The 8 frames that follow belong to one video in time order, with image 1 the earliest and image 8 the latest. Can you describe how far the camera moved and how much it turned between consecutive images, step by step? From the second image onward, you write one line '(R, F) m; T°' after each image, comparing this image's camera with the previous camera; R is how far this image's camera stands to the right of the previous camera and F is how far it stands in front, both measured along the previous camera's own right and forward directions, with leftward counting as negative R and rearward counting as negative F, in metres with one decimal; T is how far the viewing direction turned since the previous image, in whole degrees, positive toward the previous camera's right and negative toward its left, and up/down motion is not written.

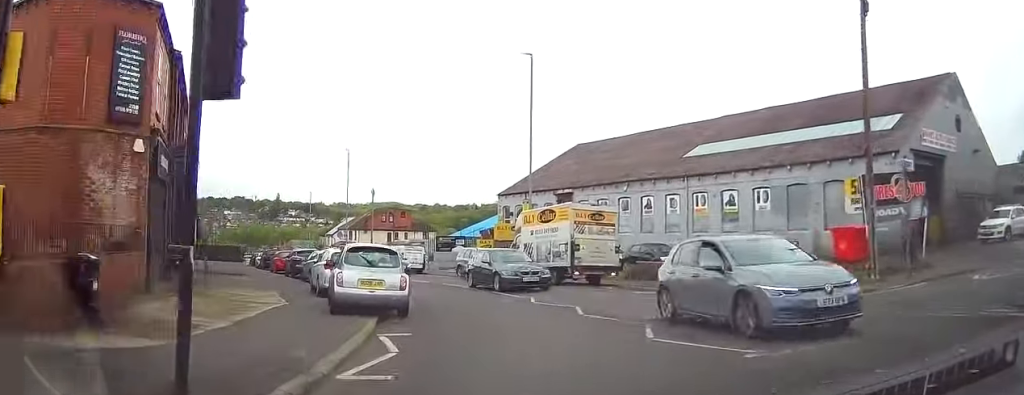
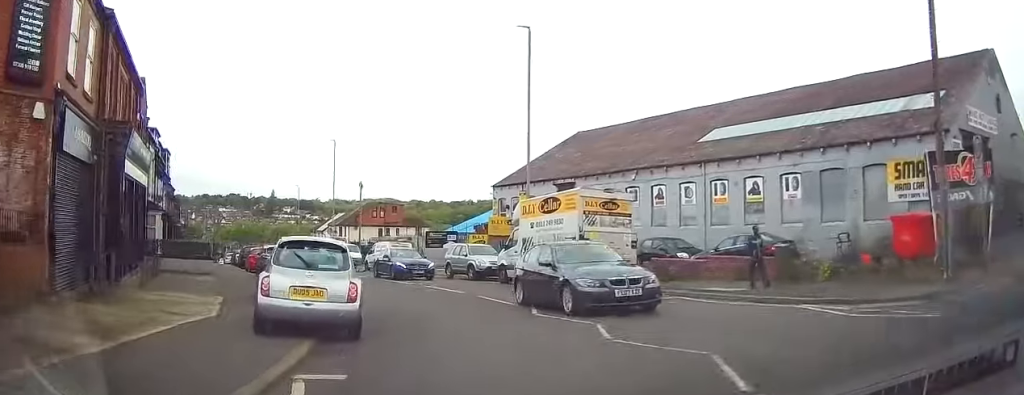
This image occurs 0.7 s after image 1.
(+0.1, +4.1) m; +1°
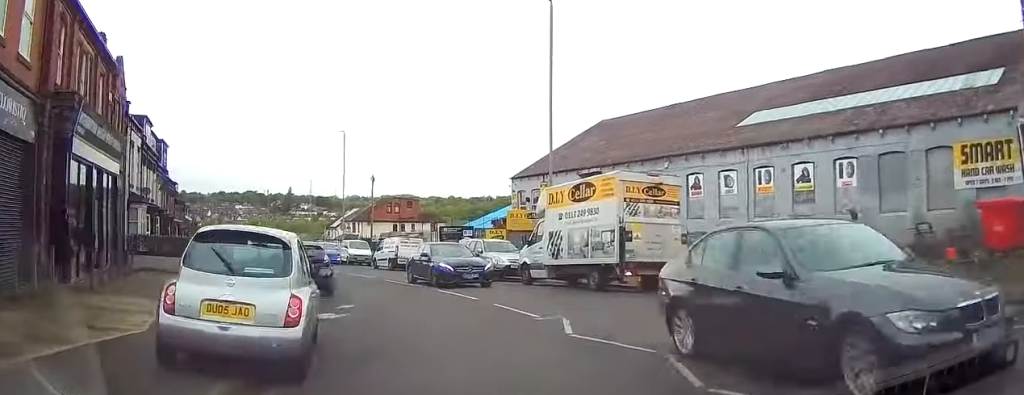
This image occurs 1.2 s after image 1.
(0.0, +3.5) m; -2°
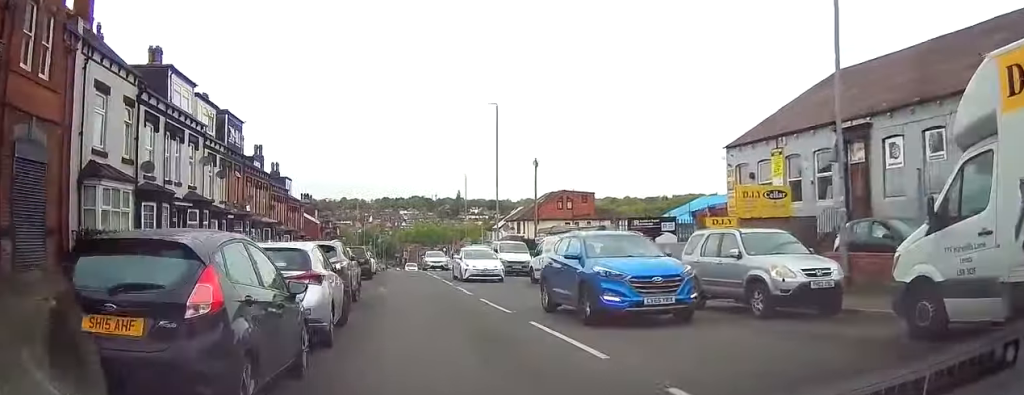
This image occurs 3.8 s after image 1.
(-2.3, +14.2) m; -19°
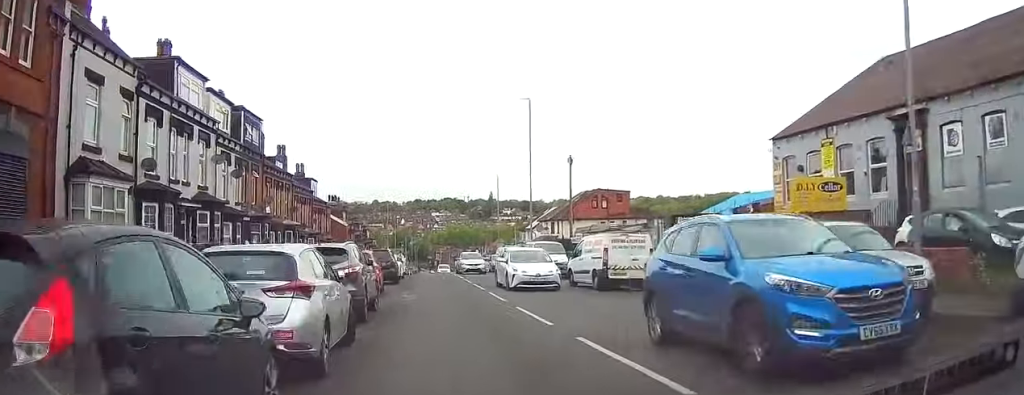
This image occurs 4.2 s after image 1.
(-0.1, +2.3) m; -1°
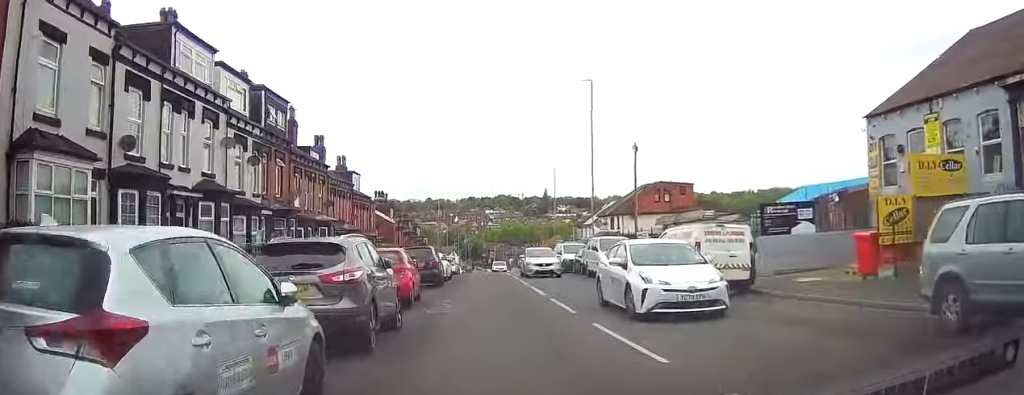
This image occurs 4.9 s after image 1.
(-0.2, +4.7) m; -1°
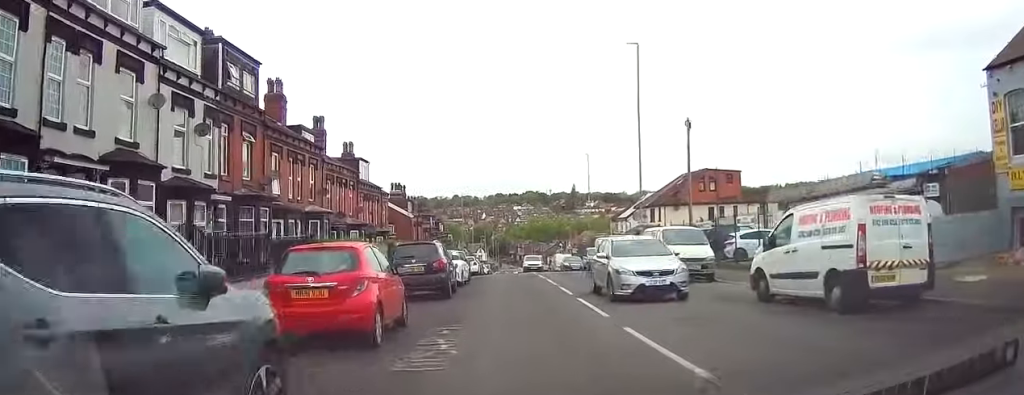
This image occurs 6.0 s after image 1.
(+0.2, +7.5) m; -2°
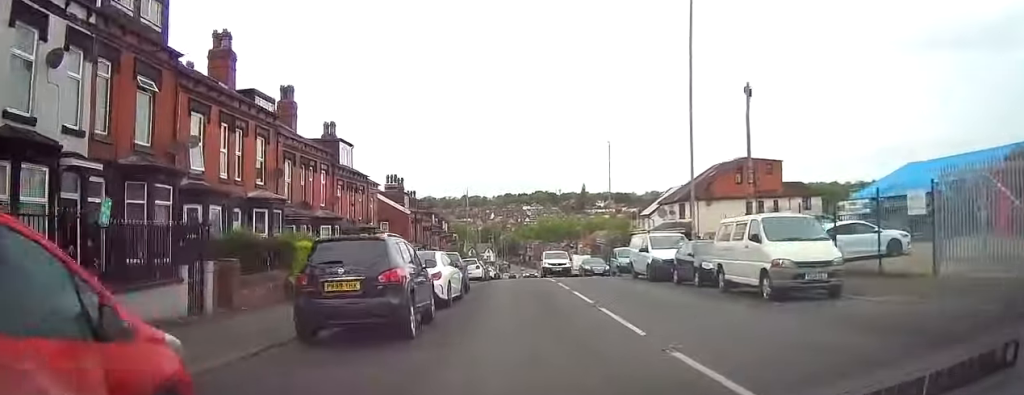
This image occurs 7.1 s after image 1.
(-0.4, +8.9) m; -2°
